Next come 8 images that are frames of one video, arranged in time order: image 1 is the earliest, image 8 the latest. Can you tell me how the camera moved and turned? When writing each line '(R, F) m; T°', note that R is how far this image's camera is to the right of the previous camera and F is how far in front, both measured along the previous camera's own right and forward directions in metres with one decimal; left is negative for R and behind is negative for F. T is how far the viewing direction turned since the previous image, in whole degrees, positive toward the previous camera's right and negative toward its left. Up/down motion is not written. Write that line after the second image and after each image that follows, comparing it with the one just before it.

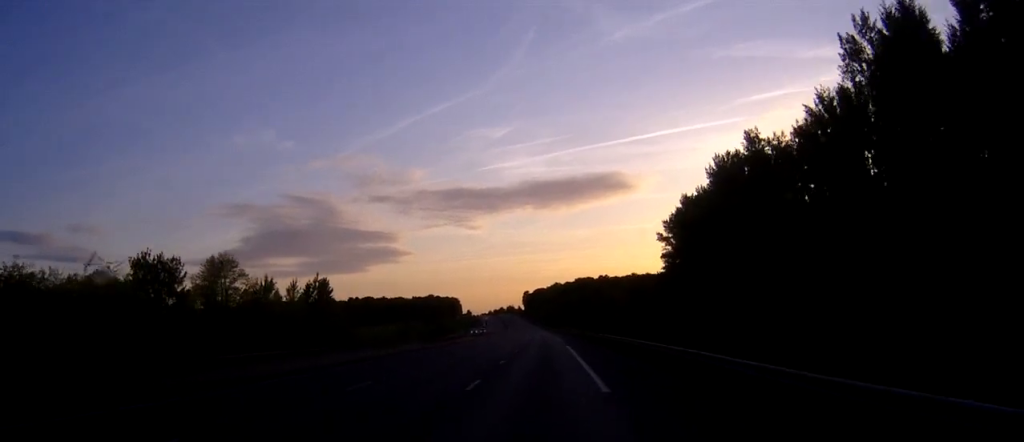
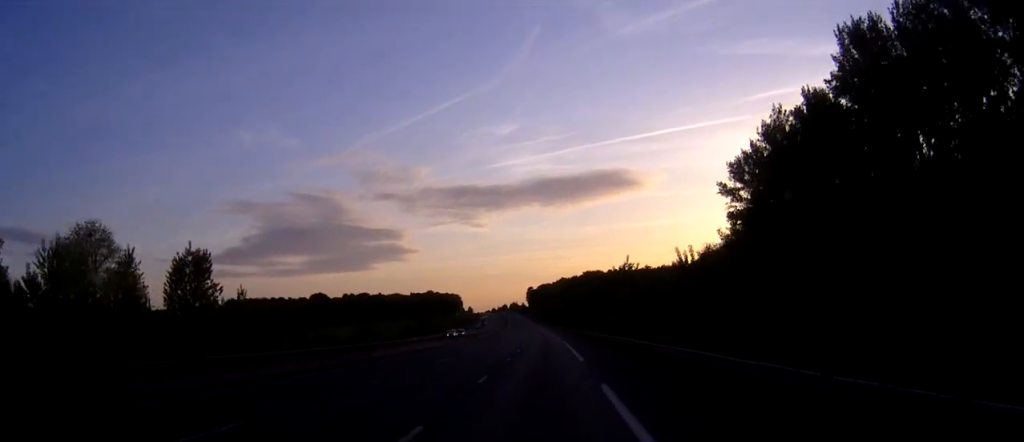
(-0.2, +36.9) m; 0°
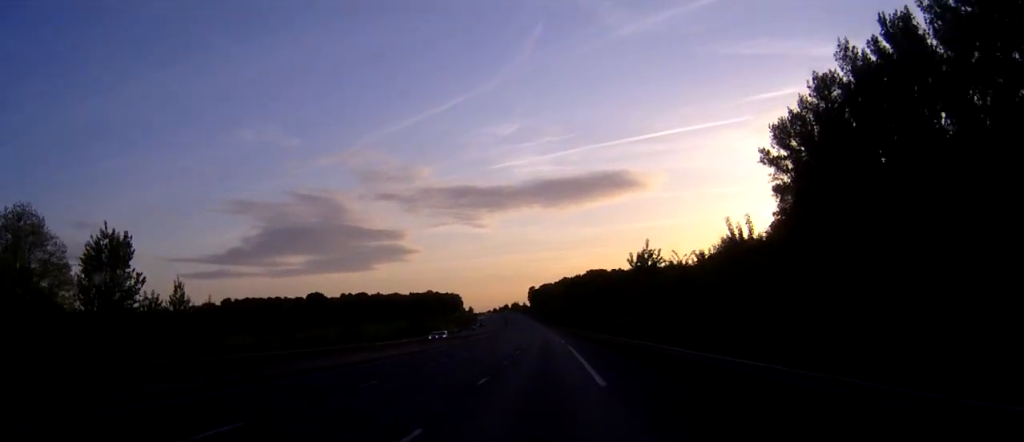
(0.0, +13.5) m; 0°
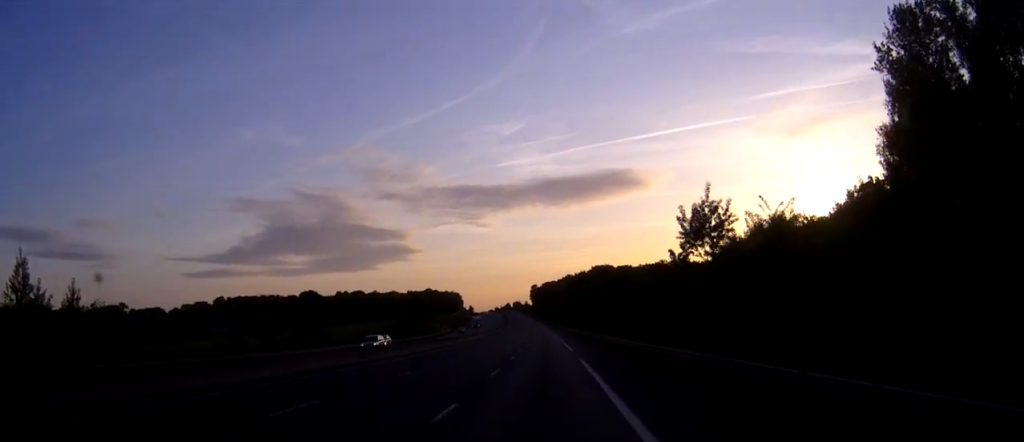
(0.0, +21.7) m; 0°
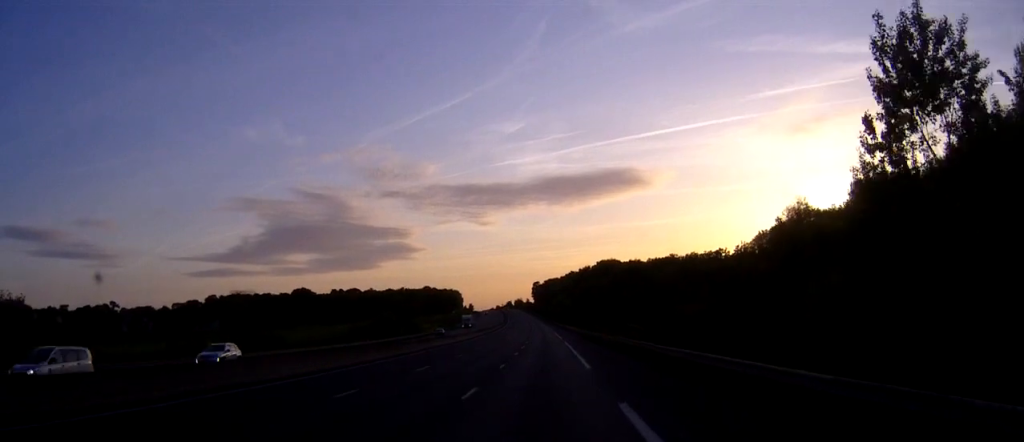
(0.0, +21.8) m; 0°
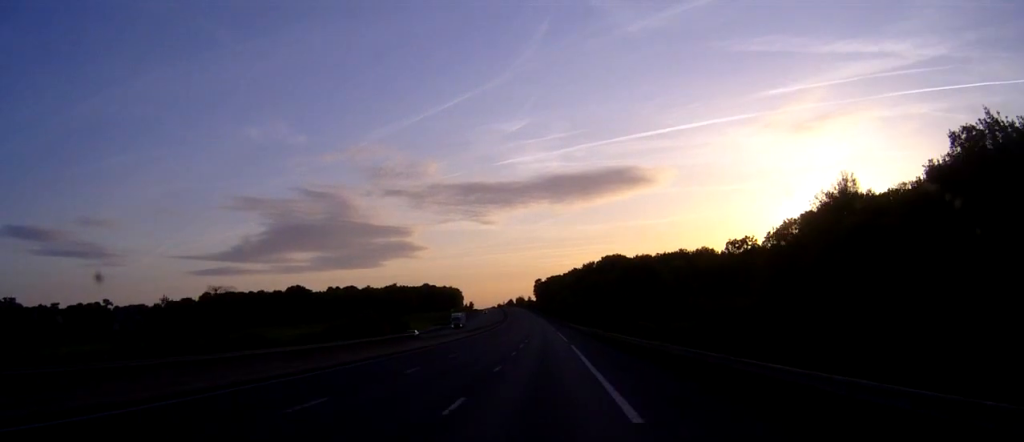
(-0.1, +16.5) m; 0°
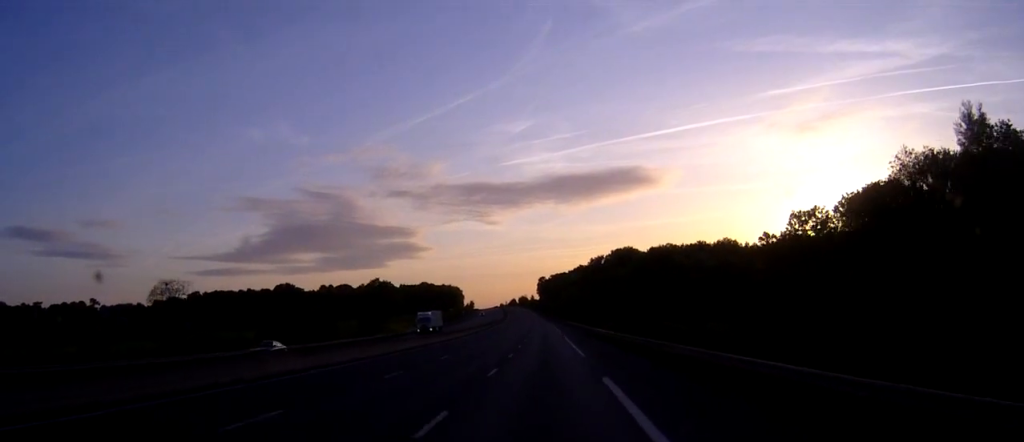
(-0.1, +29.7) m; 0°
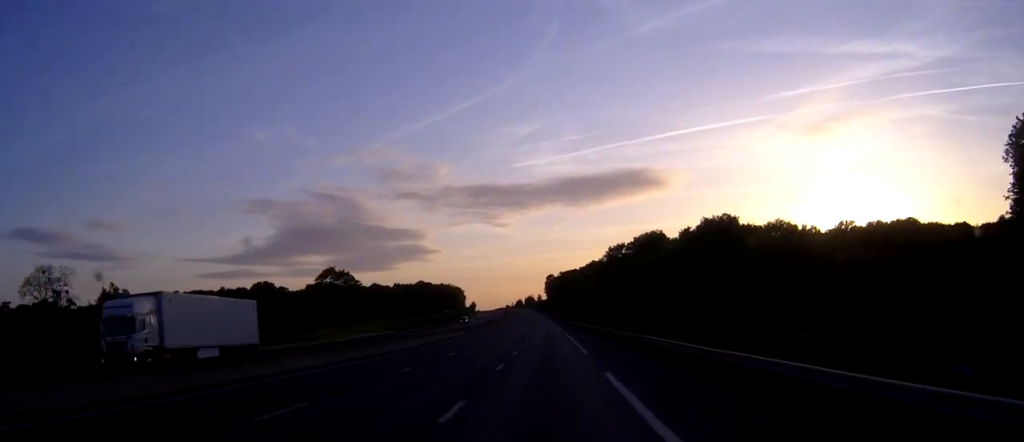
(-0.1, +51.0) m; 0°
